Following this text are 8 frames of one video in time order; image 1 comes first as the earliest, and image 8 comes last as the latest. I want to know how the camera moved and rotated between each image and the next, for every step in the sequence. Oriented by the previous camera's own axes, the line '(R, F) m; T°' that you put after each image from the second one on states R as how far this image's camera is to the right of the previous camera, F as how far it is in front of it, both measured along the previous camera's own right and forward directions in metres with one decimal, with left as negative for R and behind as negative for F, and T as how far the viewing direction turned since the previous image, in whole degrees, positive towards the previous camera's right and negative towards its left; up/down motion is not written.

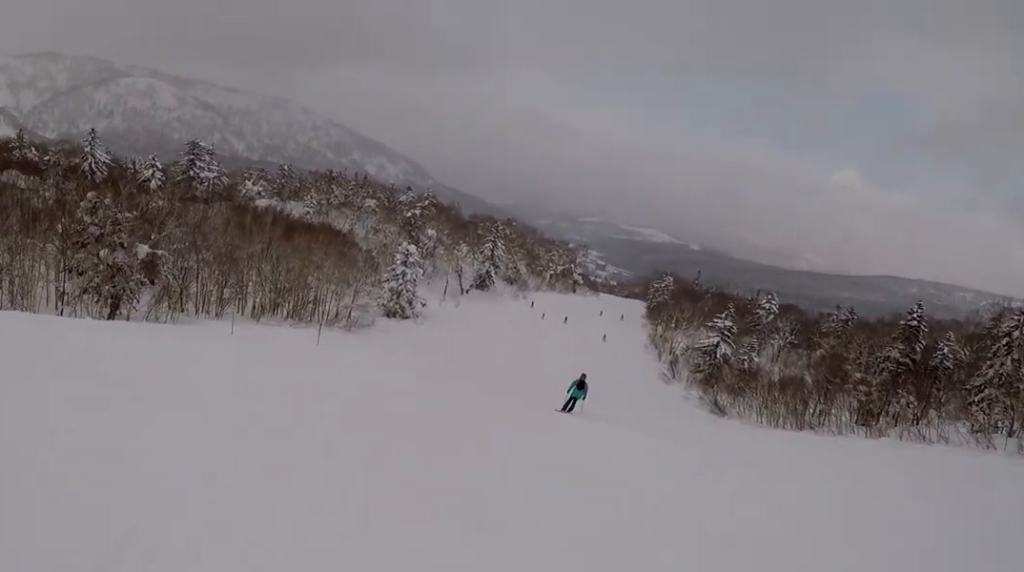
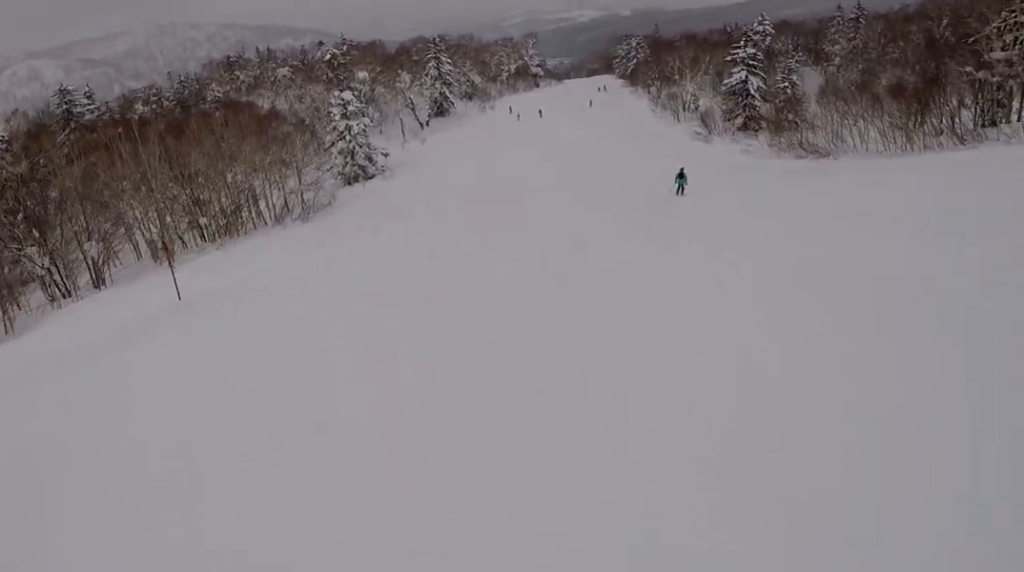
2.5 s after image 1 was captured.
(+3.9, +23.6) m; +16°
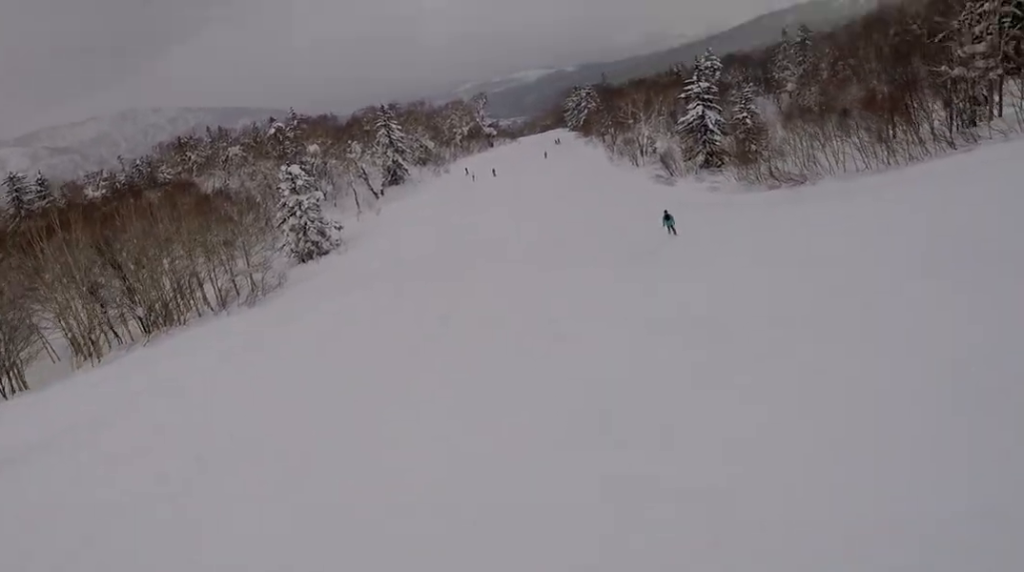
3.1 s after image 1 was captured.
(-0.3, +6.2) m; -2°
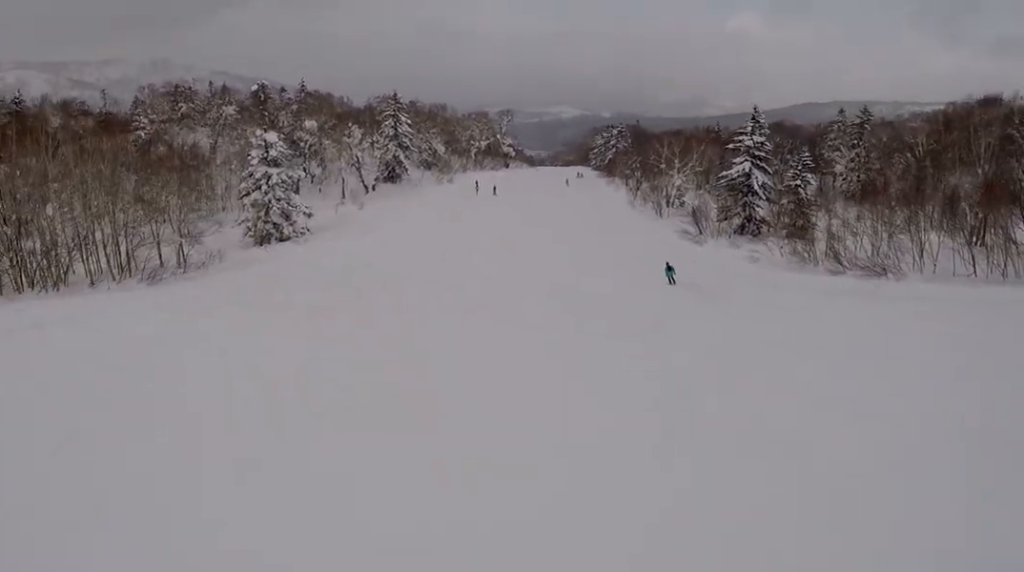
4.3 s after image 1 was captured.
(-0.7, +15.3) m; -3°
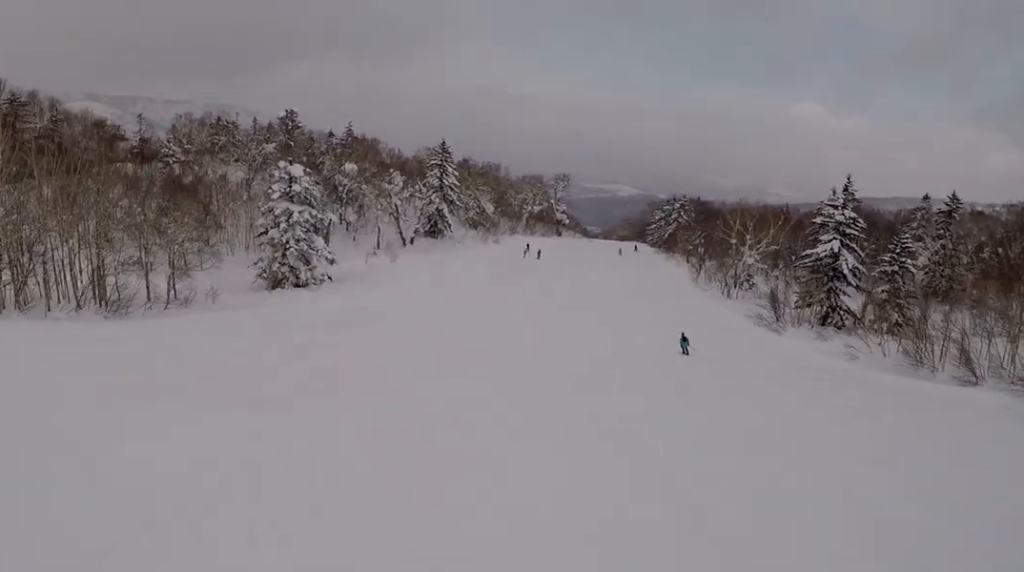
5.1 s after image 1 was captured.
(0.0, +10.8) m; 0°
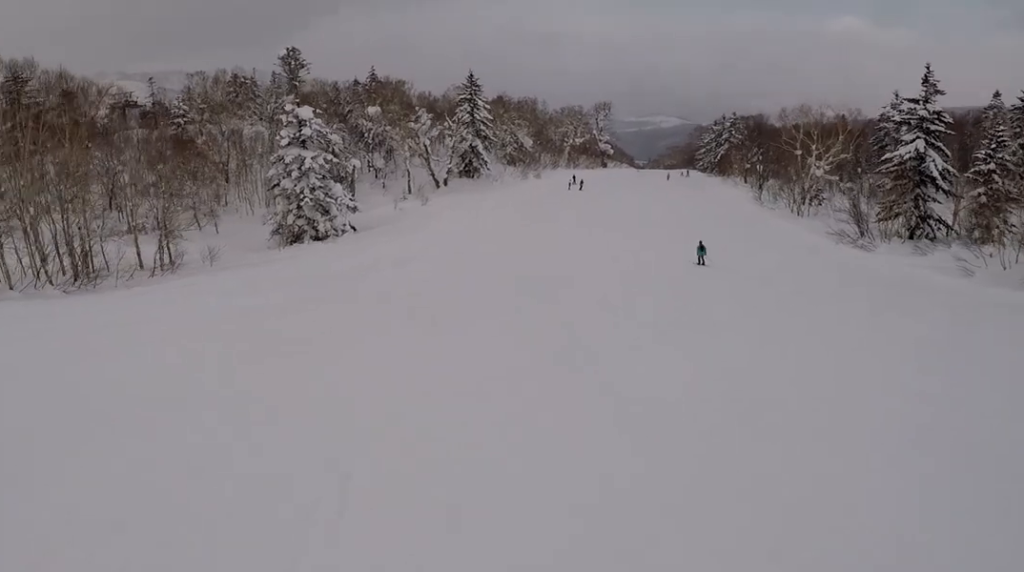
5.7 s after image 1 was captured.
(0.0, +8.0) m; 0°
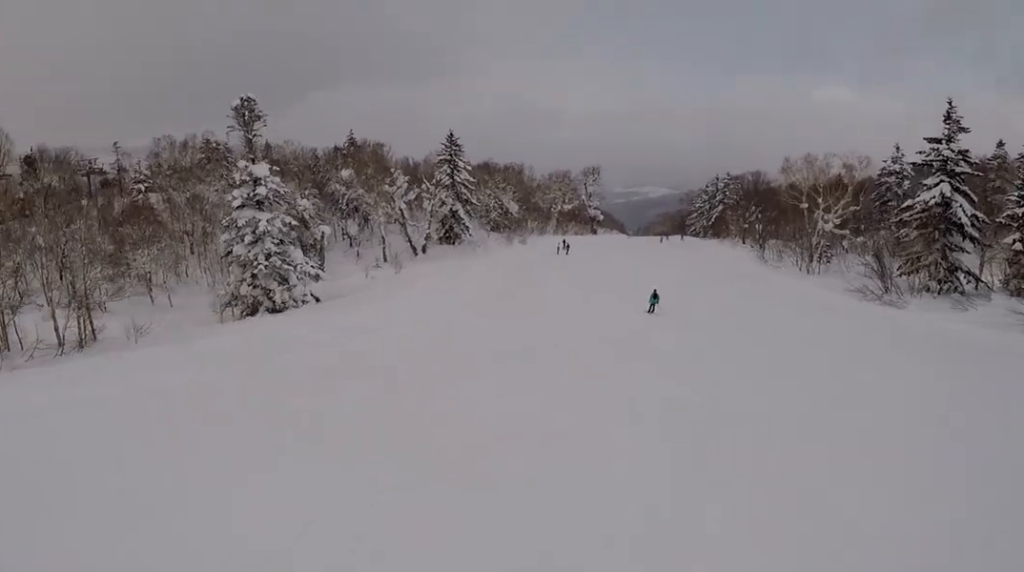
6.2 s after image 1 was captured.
(0.0, +7.8) m; 0°
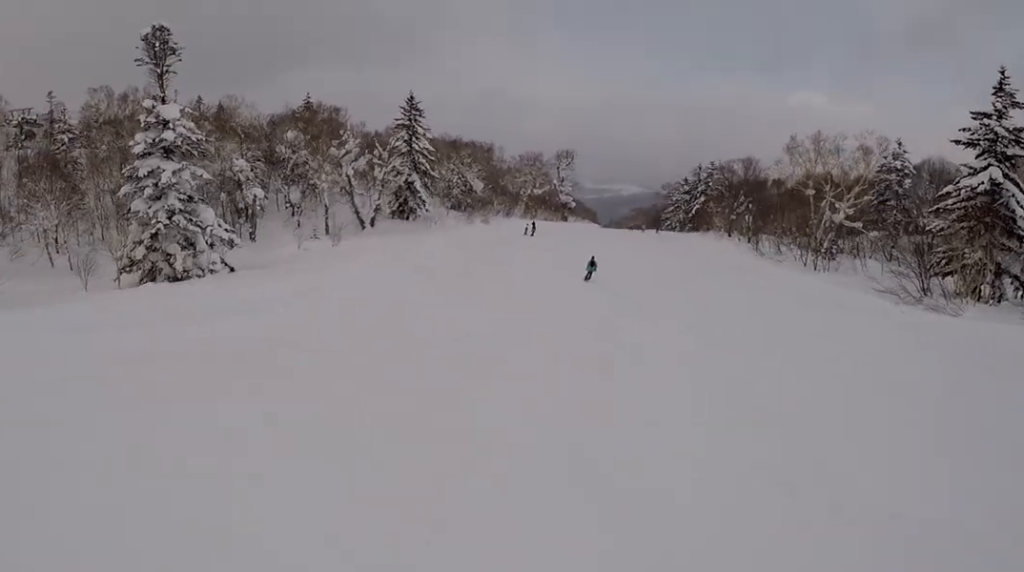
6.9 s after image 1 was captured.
(0.0, +10.6) m; +1°
